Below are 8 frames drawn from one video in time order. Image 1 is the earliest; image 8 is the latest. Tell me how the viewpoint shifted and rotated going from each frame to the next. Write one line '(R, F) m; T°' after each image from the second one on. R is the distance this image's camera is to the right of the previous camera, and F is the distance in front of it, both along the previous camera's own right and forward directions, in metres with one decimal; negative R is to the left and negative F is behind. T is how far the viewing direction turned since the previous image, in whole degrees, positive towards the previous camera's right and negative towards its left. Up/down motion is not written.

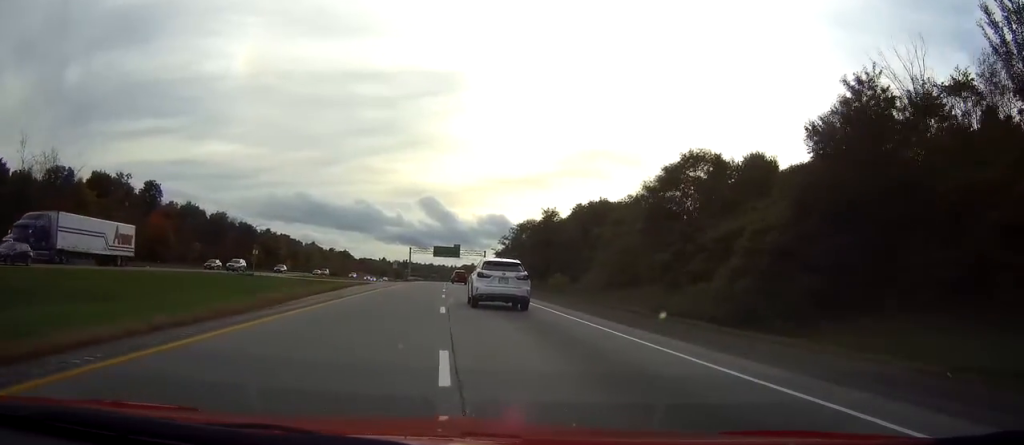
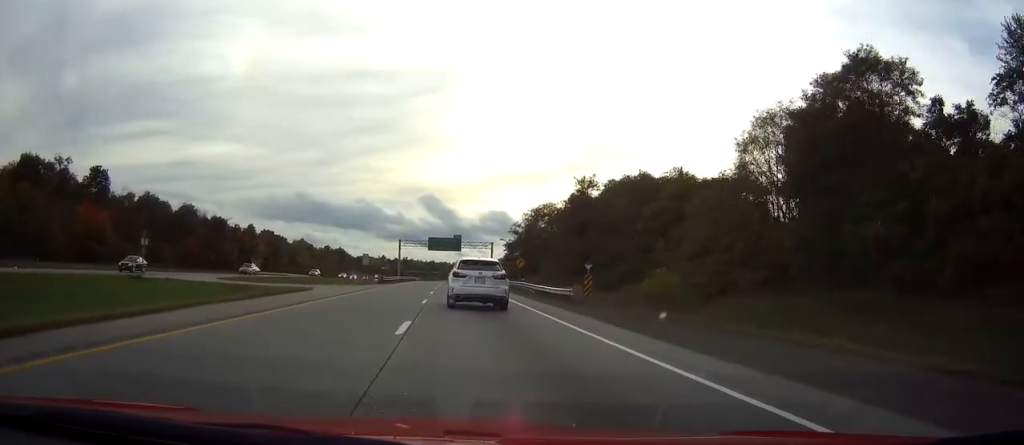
(0.0, +29.7) m; 0°
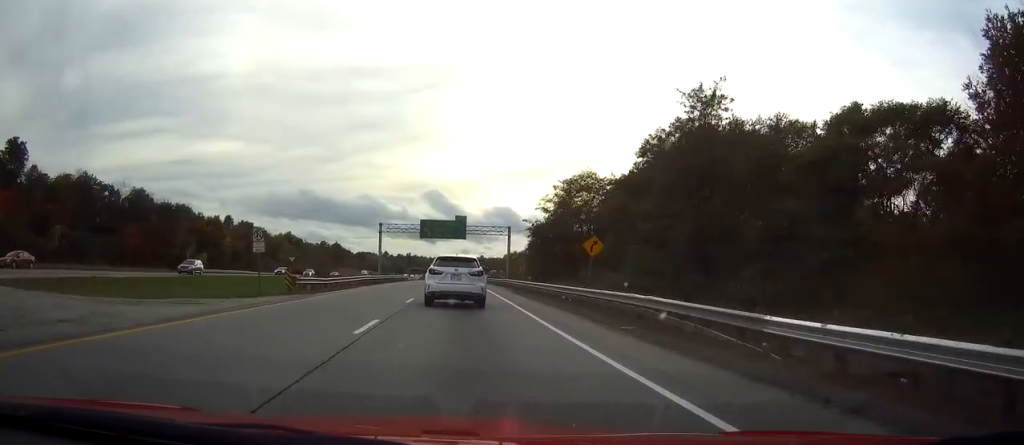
(-0.1, +35.9) m; -1°
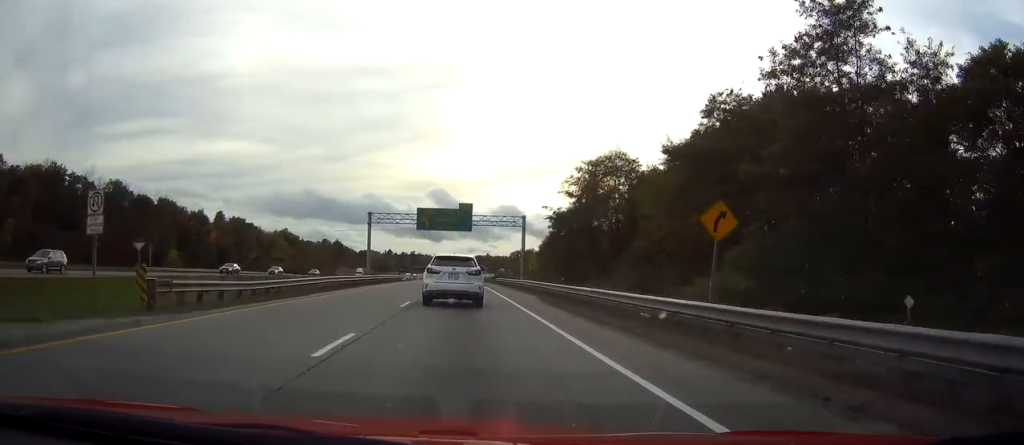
(-0.2, +15.0) m; 0°
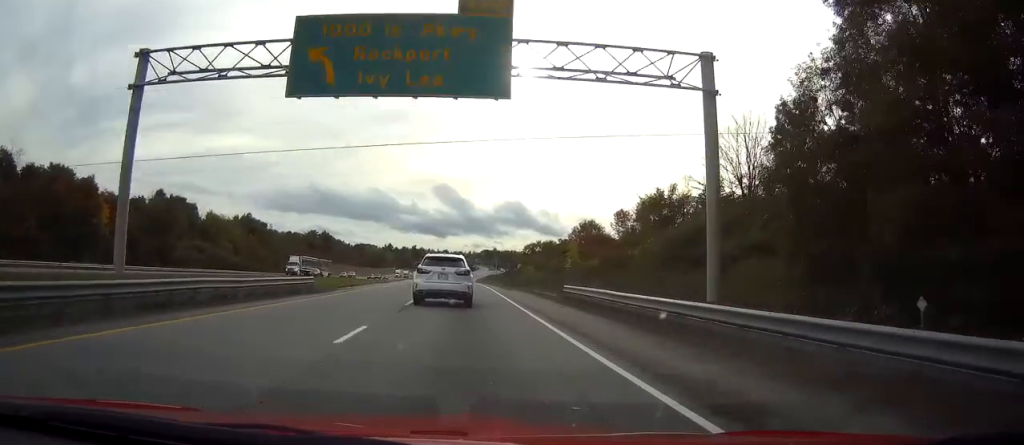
(-0.4, +57.1) m; -1°
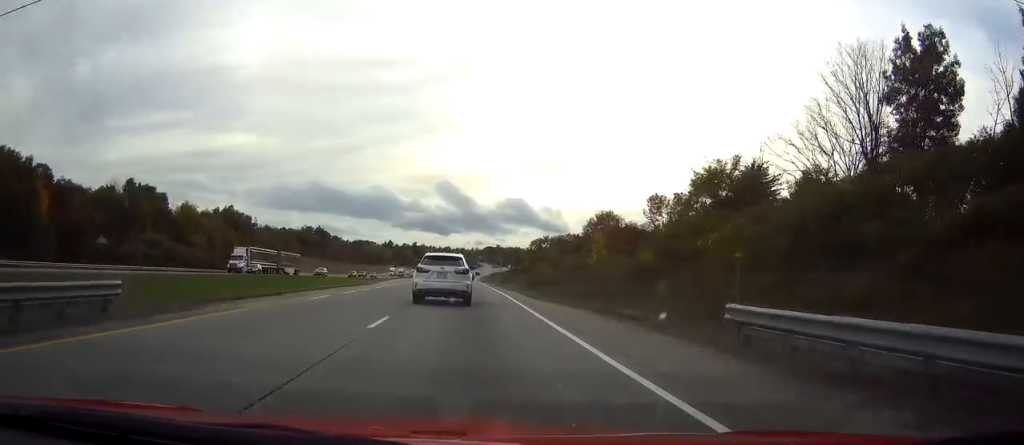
(-0.1, +20.8) m; 0°
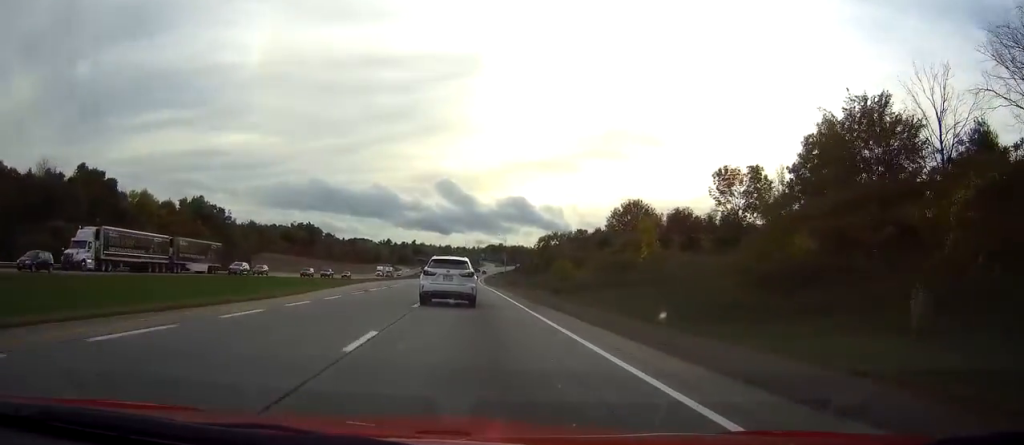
(0.0, +26.9) m; 0°
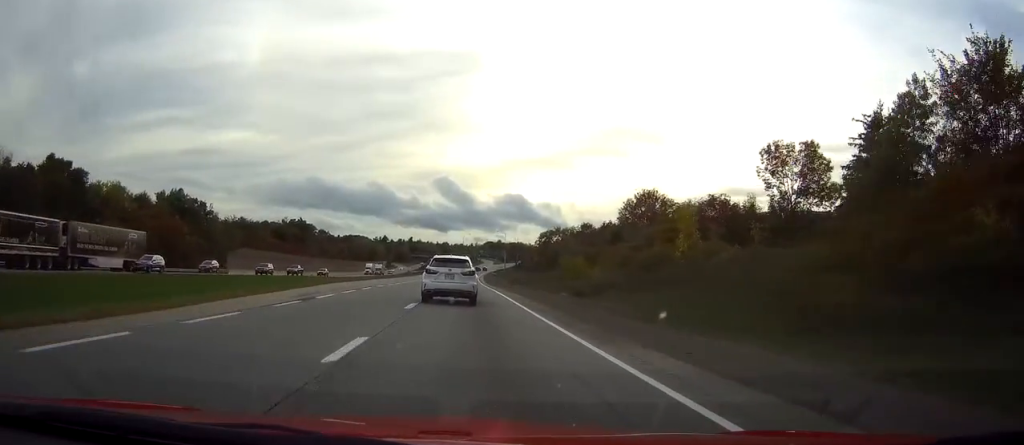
(0.0, +13.4) m; 0°
